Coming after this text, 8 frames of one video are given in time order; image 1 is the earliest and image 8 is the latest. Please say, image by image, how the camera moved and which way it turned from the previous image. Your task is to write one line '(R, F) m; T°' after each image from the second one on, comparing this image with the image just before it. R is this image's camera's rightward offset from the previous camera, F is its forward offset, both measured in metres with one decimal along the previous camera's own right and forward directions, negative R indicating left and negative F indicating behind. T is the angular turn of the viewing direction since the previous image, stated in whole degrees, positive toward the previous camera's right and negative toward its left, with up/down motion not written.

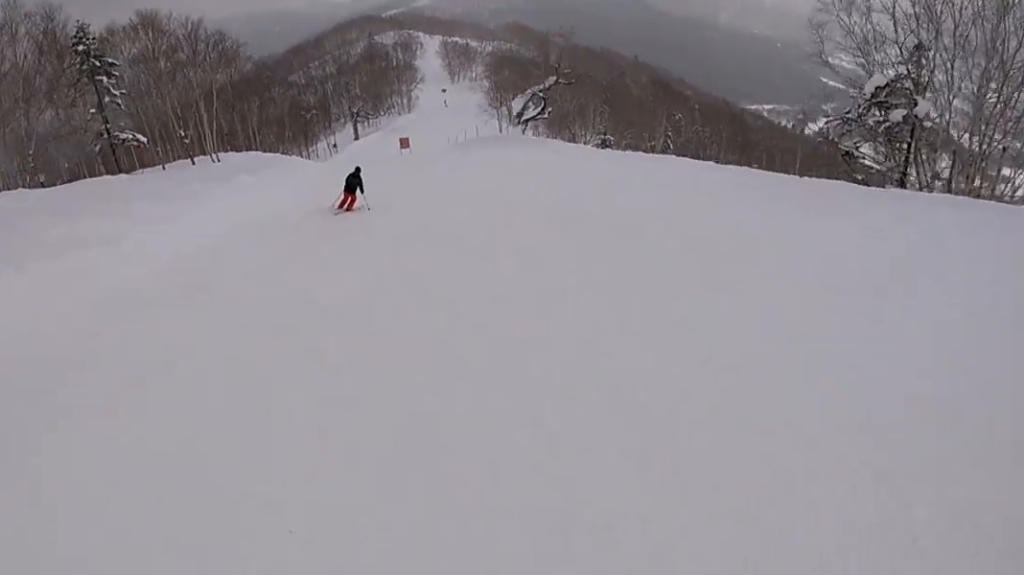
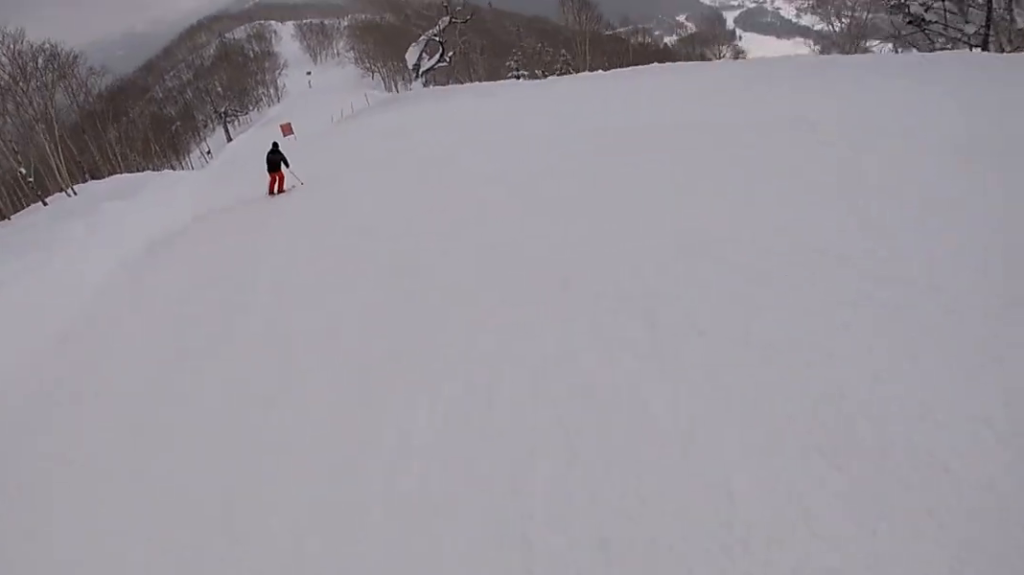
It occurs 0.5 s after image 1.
(-0.4, +5.4) m; +4°
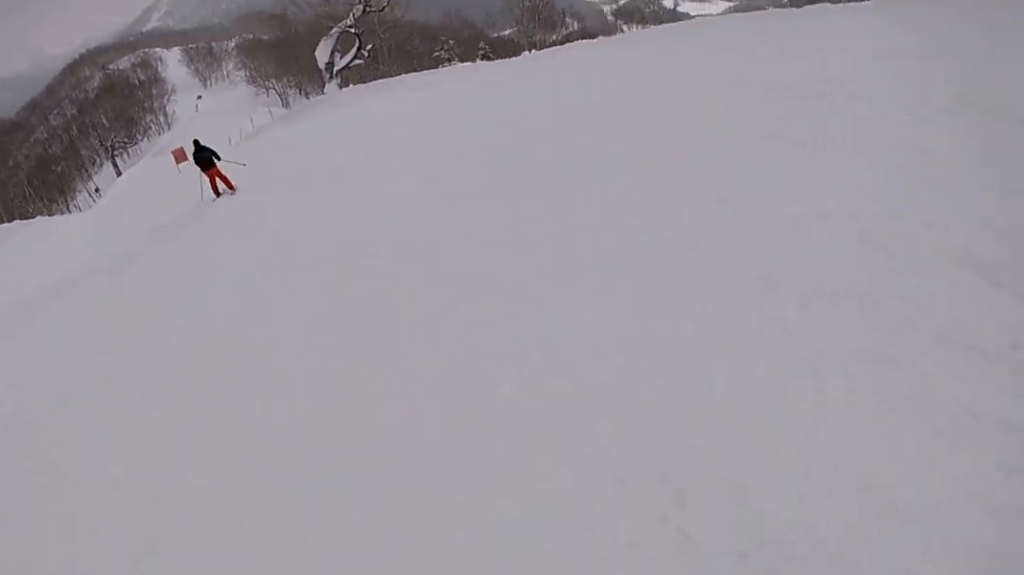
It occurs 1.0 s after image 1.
(+0.8, +5.2) m; 0°
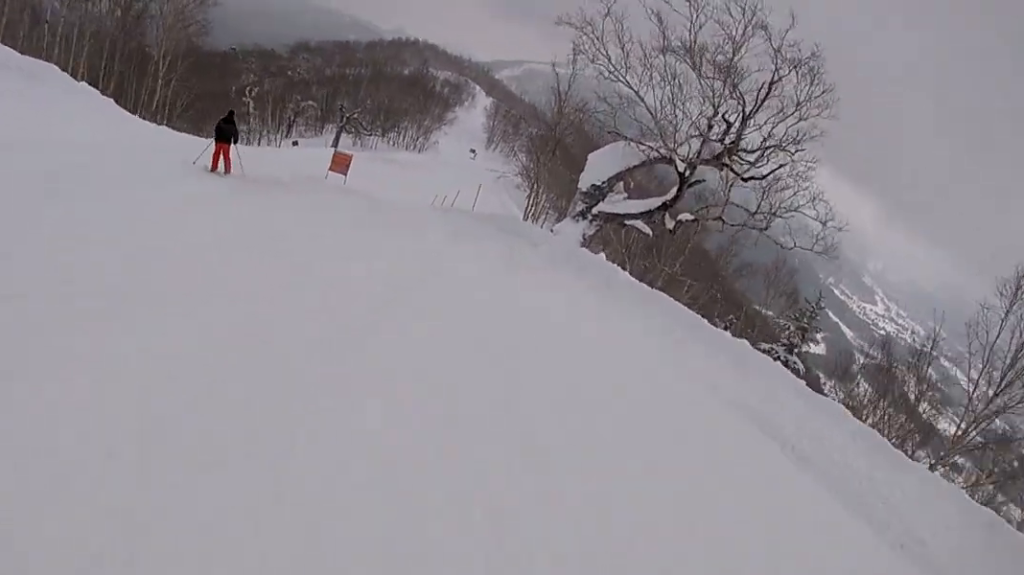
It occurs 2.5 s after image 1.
(-0.9, +14.7) m; -18°
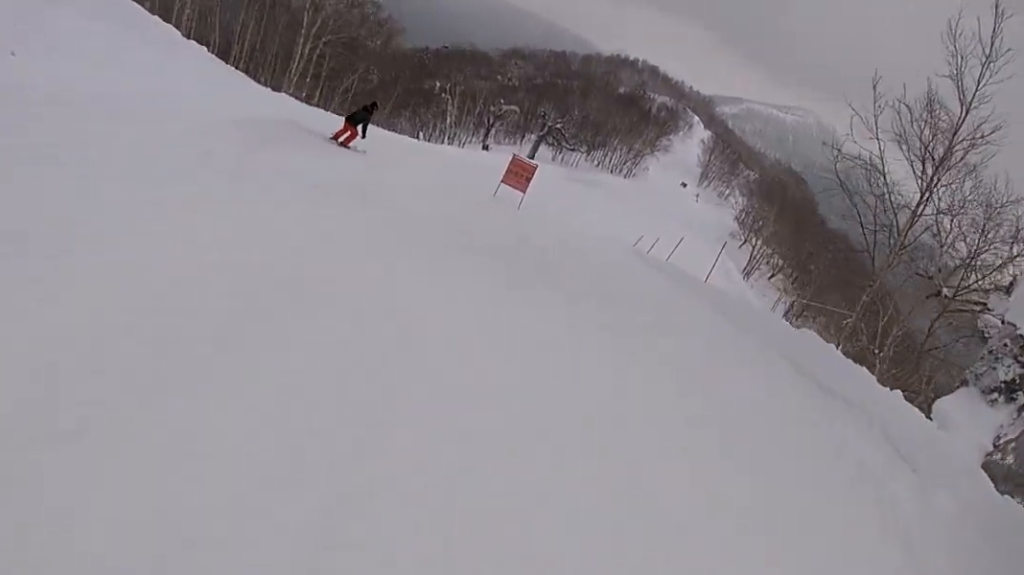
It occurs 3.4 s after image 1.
(-1.4, +8.1) m; 0°
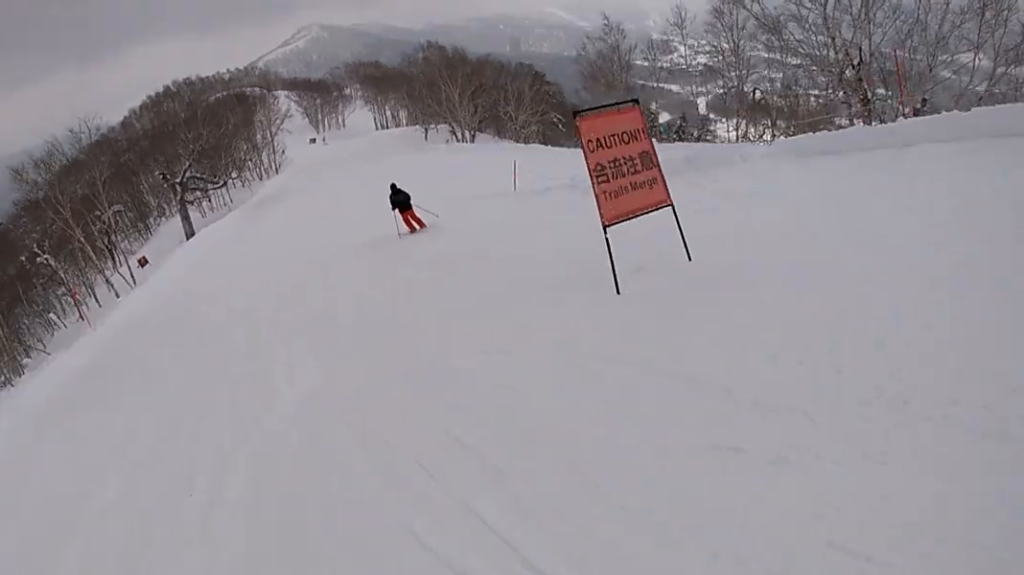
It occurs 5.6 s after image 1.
(+3.8, +18.5) m; +20°
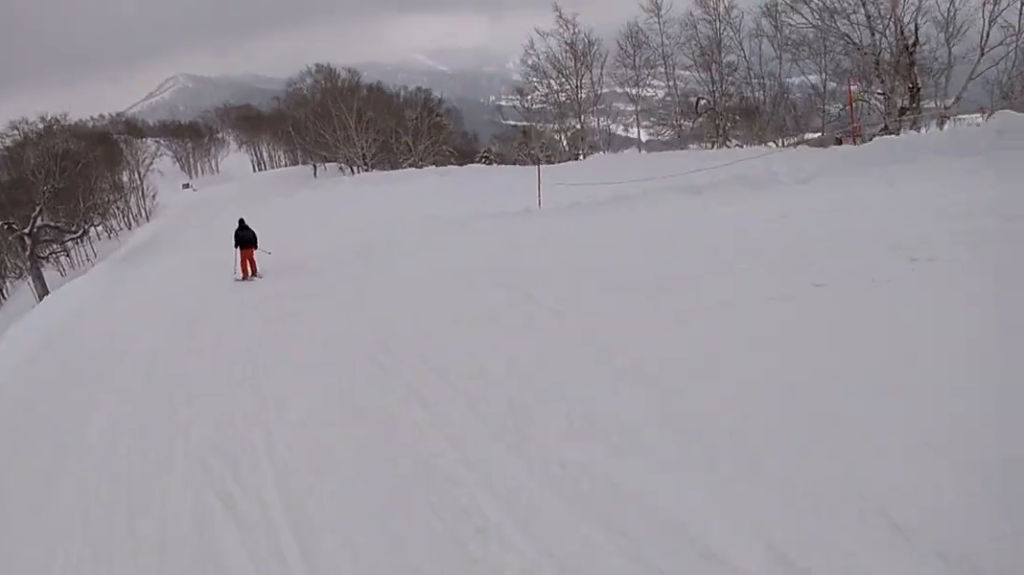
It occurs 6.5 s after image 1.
(+0.9, +7.5) m; -1°
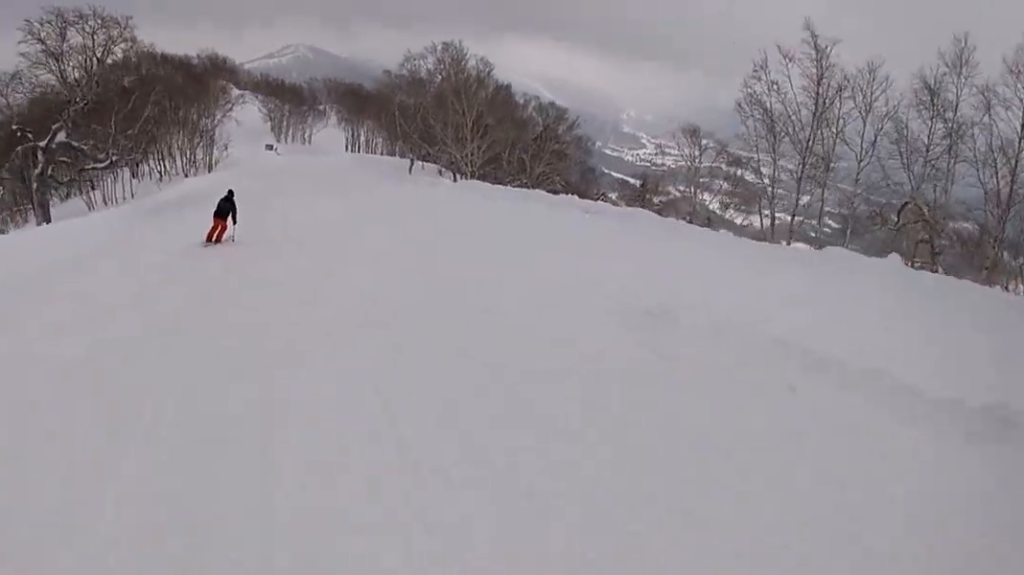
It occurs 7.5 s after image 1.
(-1.2, +7.7) m; -9°
